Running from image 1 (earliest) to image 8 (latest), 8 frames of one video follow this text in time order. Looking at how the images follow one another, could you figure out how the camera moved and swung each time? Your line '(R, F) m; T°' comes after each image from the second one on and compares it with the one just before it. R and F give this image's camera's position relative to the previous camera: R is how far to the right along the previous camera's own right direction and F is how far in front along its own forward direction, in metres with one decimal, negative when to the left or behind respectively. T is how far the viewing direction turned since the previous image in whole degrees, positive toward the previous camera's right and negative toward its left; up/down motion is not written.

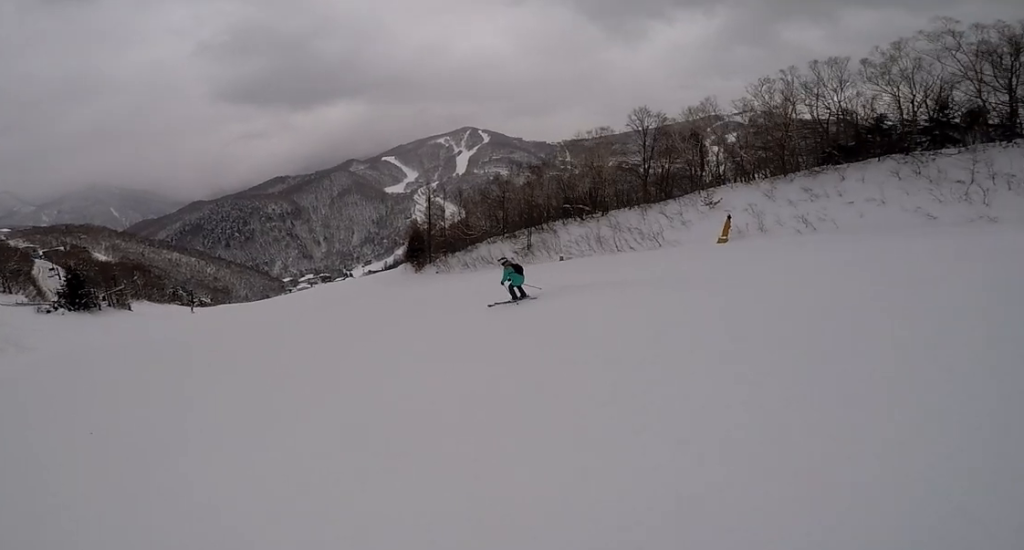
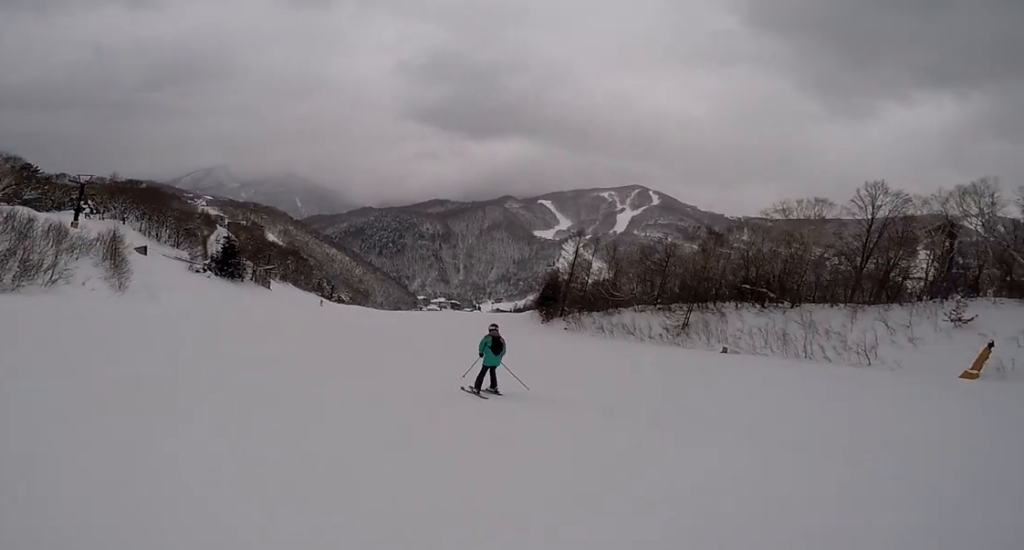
(+0.2, +5.7) m; -7°
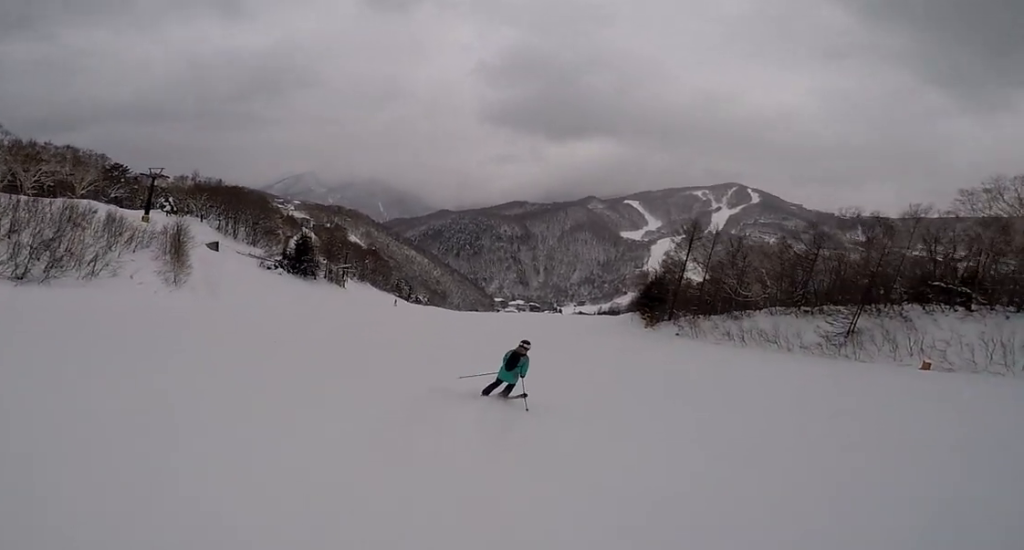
(-1.3, +8.0) m; -12°
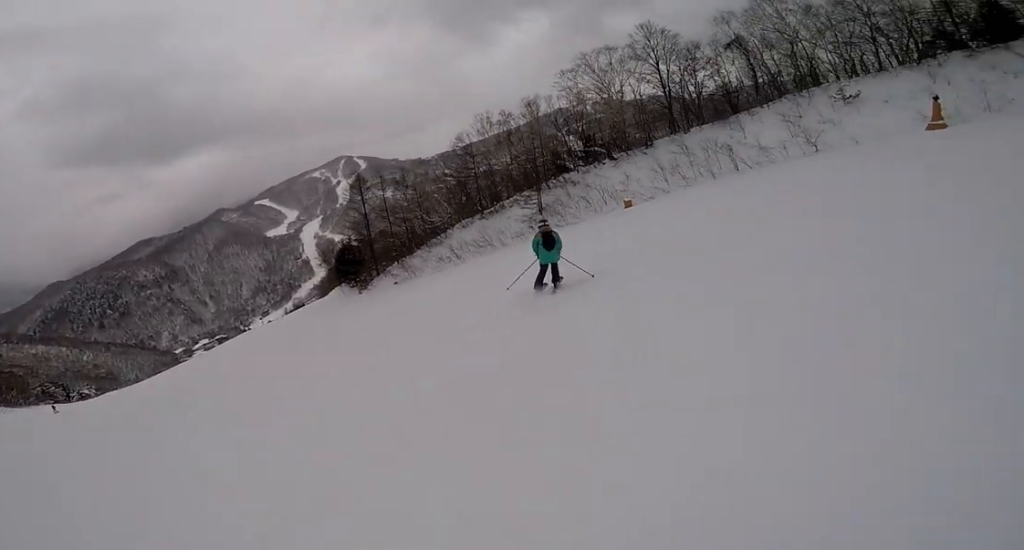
(+1.0, +7.9) m; +26°
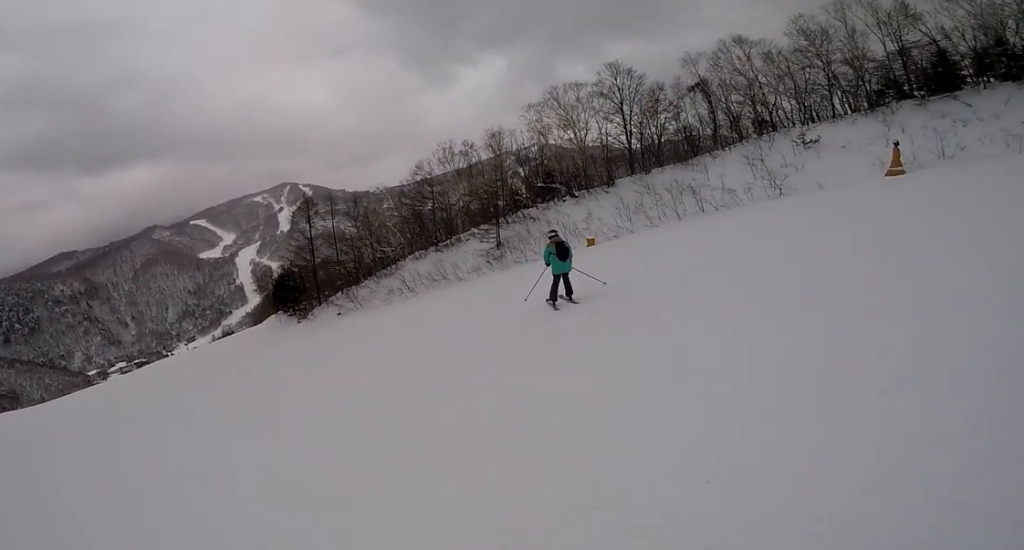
(+0.8, +2.6) m; +10°
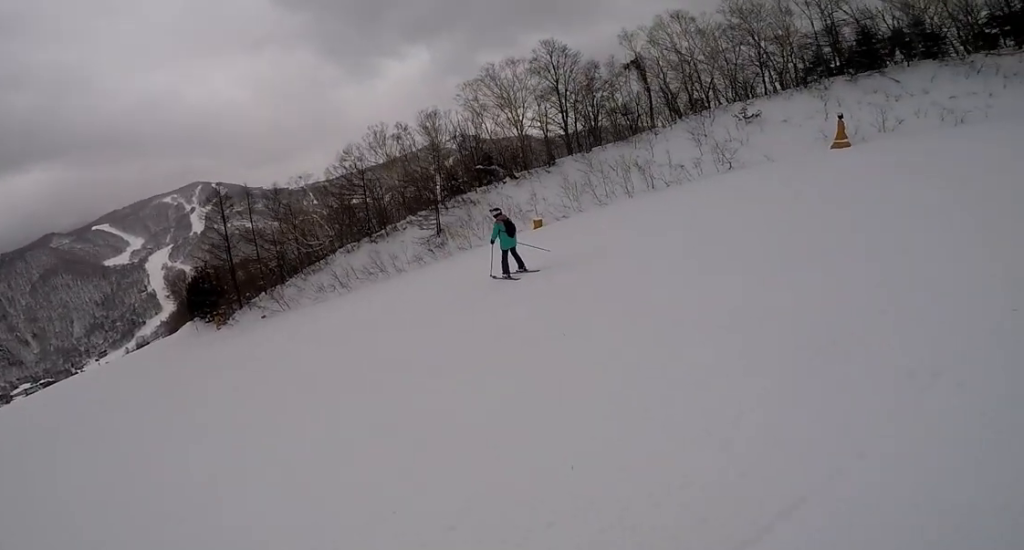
(+0.4, +3.7) m; +8°
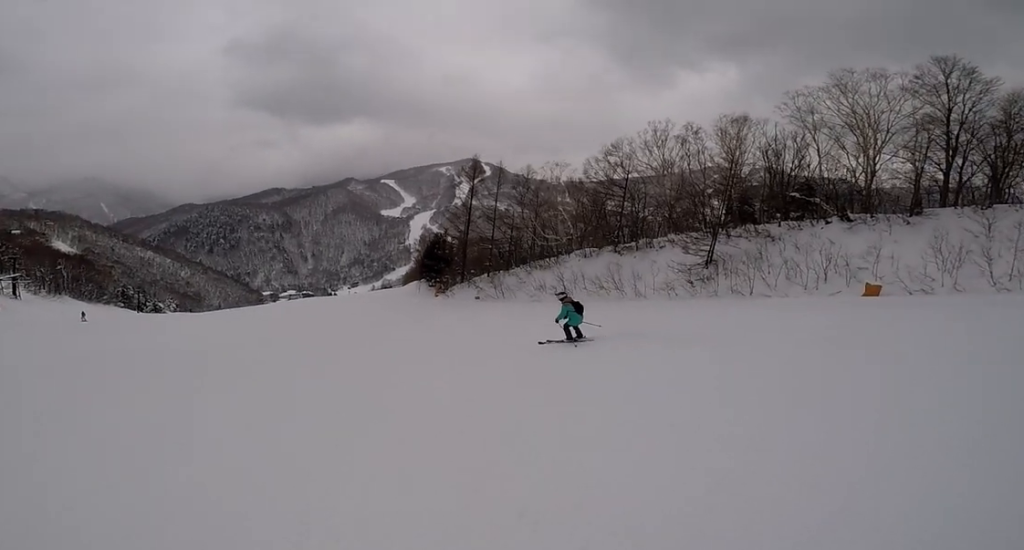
(+0.3, +7.0) m; -10°
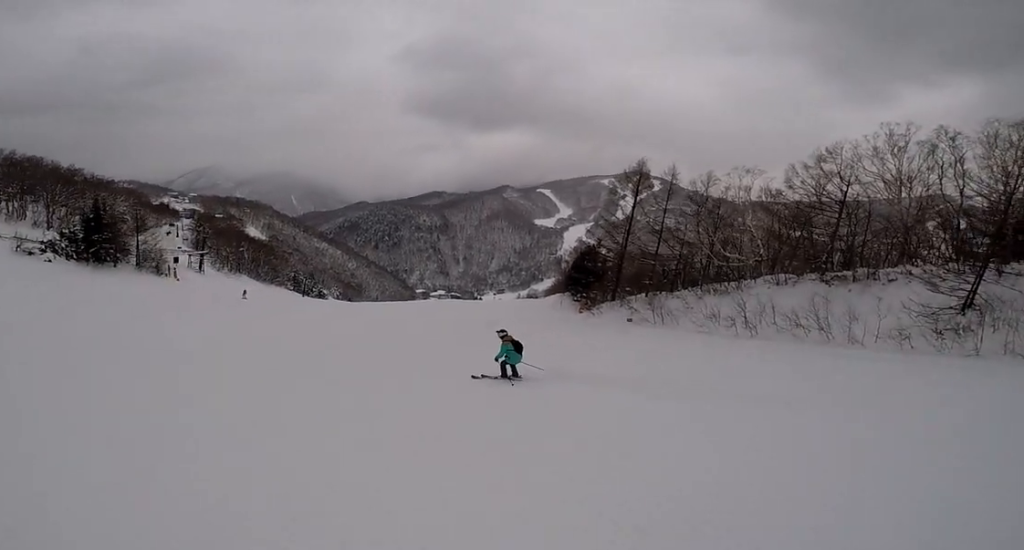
(-0.9, +4.4) m; -25°
